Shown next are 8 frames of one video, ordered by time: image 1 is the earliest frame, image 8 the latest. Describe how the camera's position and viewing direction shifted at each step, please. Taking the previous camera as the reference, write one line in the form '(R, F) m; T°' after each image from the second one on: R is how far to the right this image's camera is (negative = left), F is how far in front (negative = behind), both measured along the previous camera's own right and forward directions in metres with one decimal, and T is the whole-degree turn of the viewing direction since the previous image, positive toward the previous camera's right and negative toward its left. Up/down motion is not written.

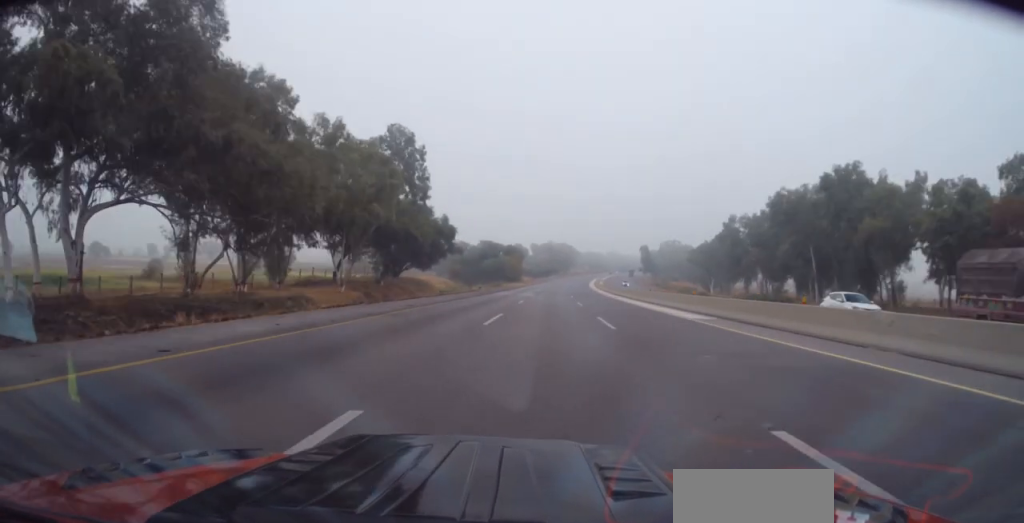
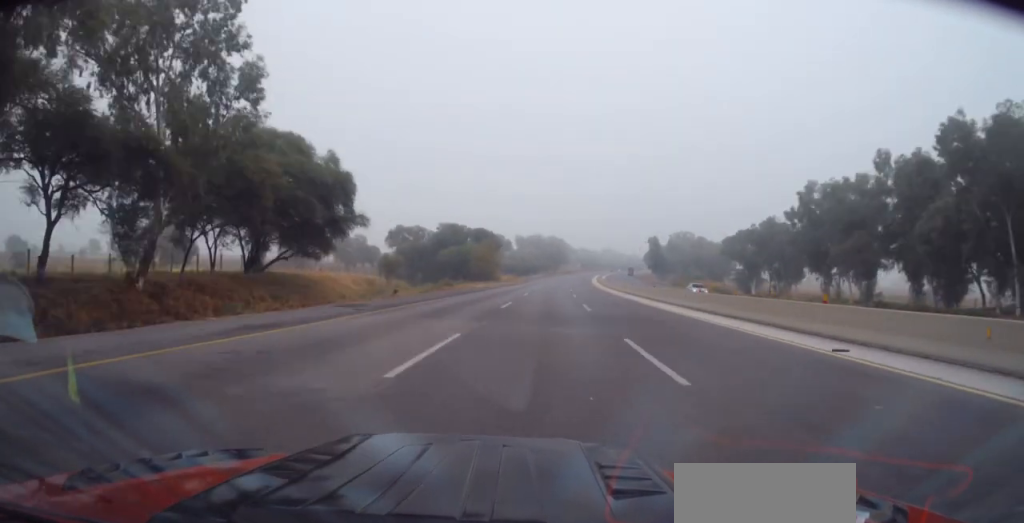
(+0.5, +45.5) m; +1°
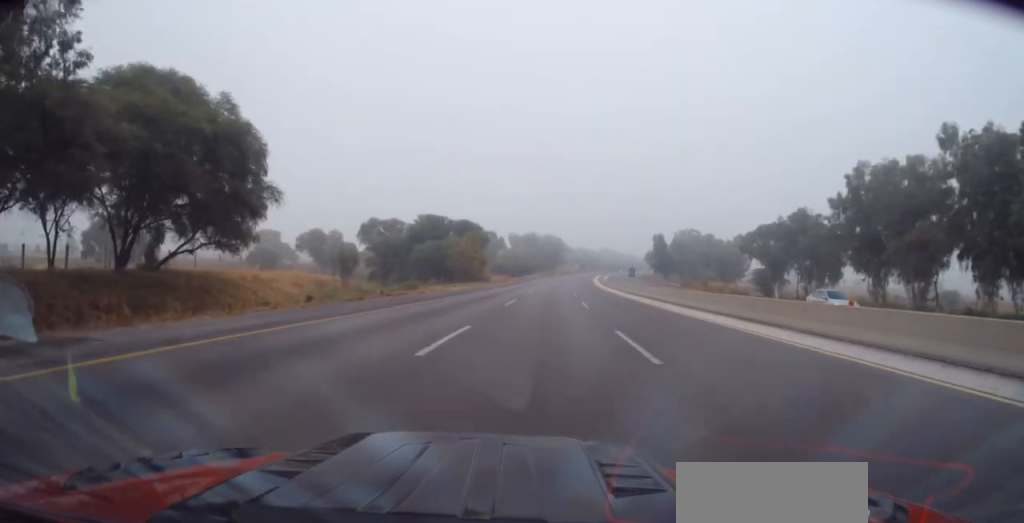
(-0.1, +16.2) m; 0°
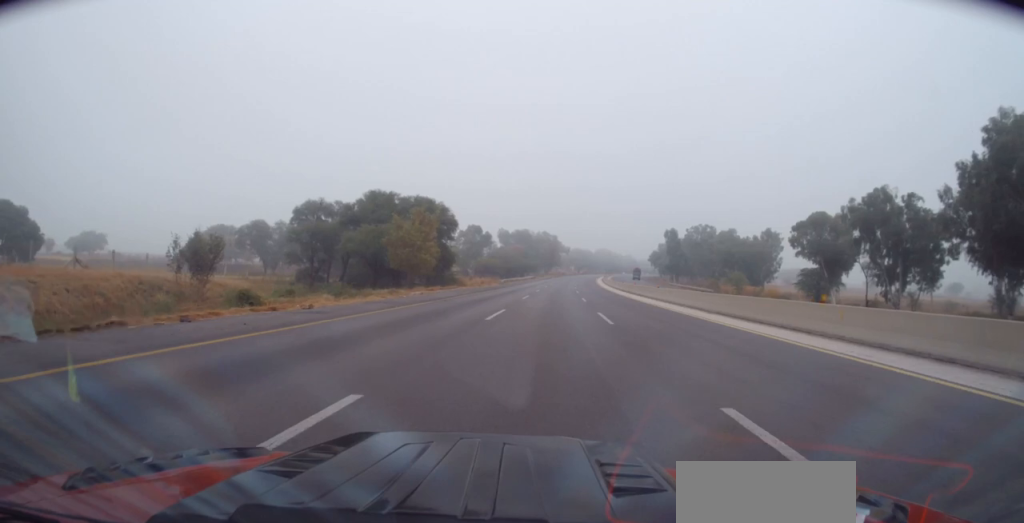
(+0.3, +27.1) m; +1°
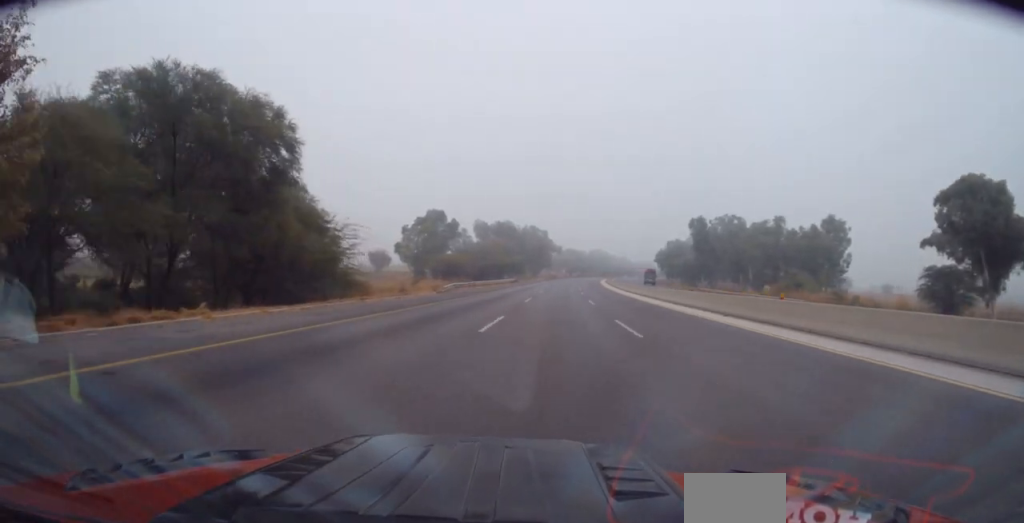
(+0.4, +39.8) m; 0°
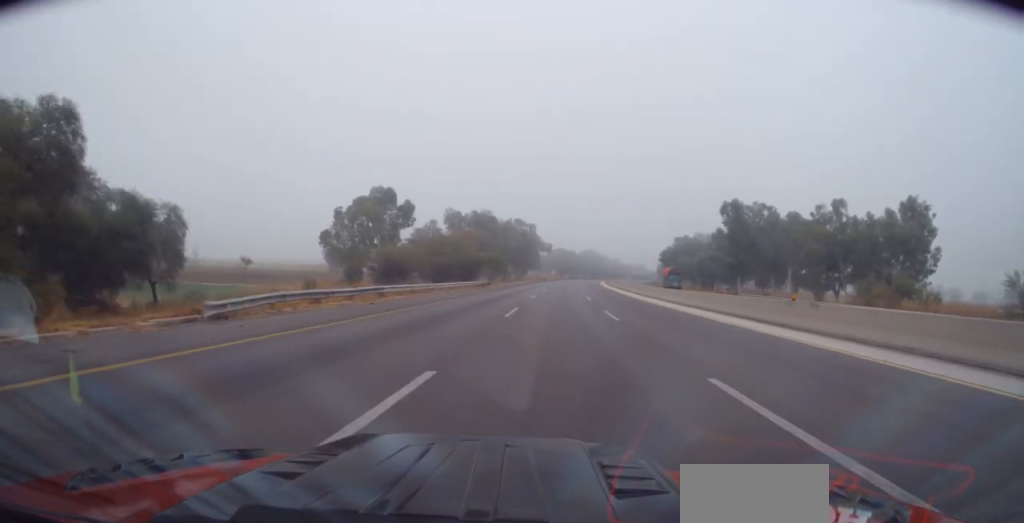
(-0.1, +30.2) m; +1°
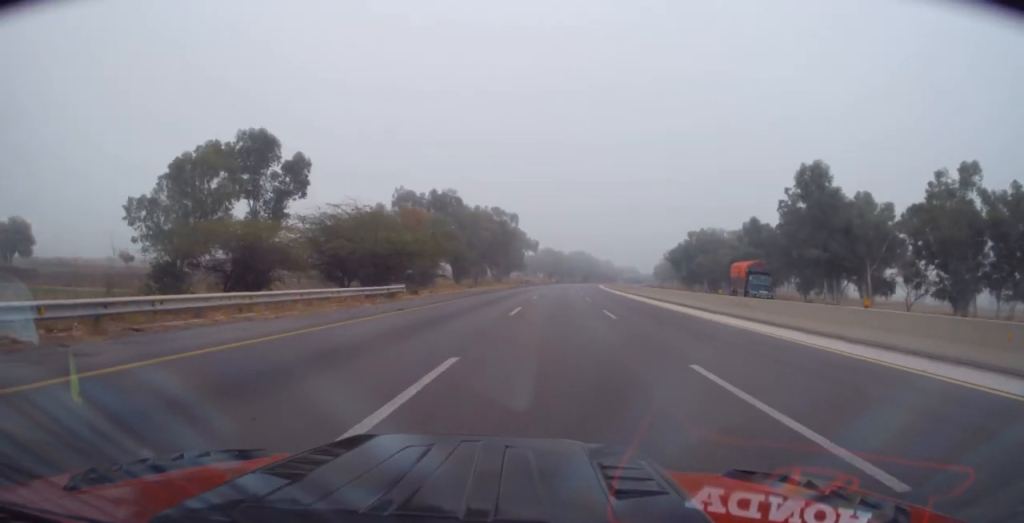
(+0.7, +34.4) m; +2°
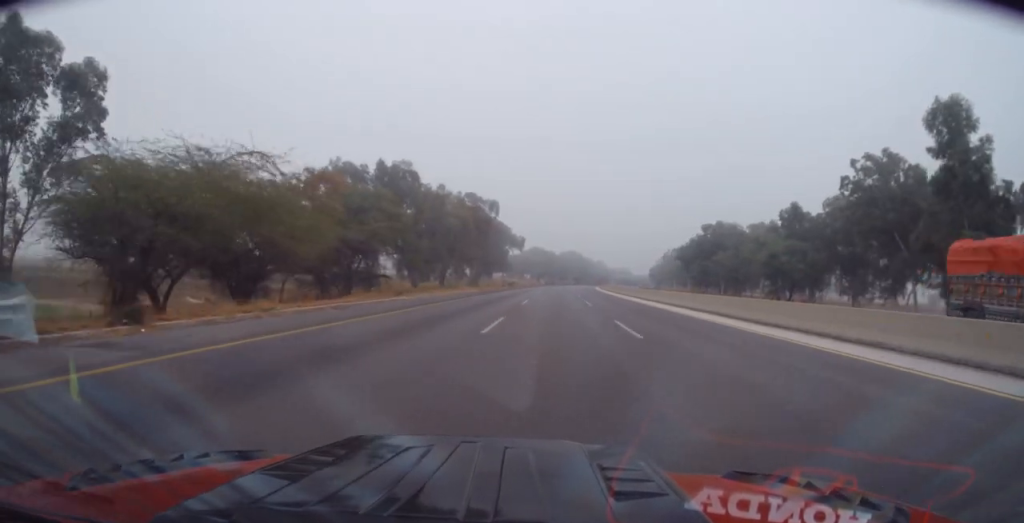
(+0.1, +25.3) m; +1°
